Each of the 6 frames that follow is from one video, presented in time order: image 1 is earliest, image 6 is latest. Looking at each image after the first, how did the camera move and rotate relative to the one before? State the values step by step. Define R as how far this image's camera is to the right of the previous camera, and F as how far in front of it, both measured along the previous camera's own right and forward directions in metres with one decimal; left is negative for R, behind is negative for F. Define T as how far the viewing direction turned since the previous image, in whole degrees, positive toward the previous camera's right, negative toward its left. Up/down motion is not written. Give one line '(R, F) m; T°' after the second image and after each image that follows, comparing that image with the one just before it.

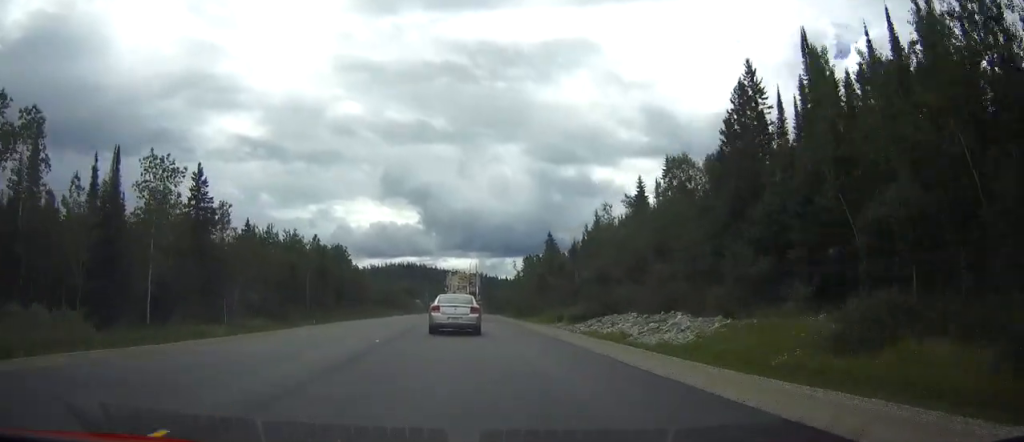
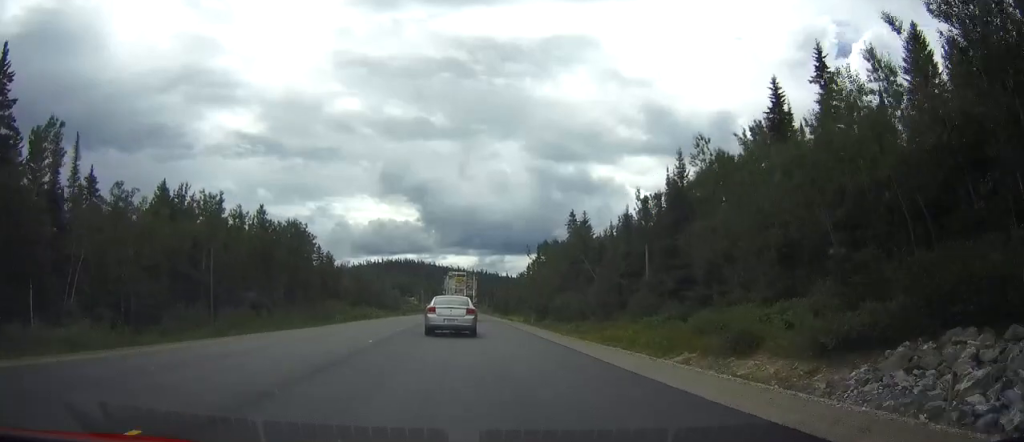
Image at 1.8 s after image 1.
(+0.1, +42.9) m; 0°
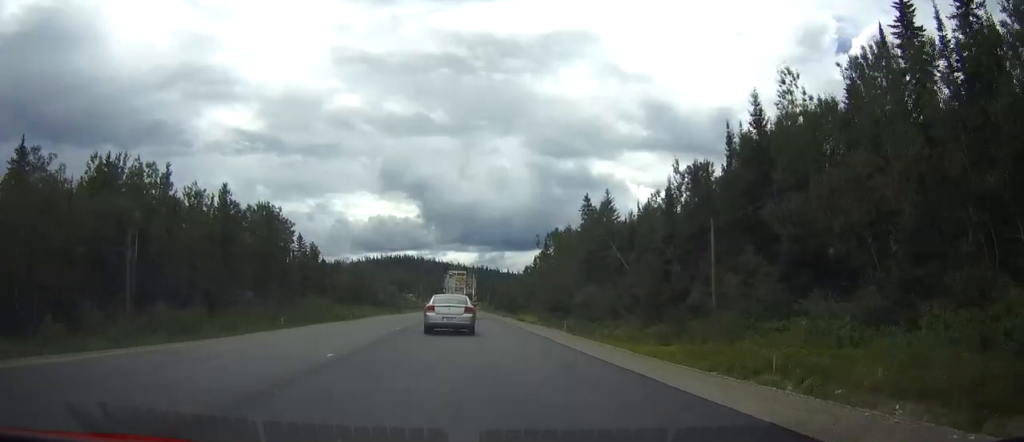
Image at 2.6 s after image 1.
(-0.1, +18.9) m; 0°
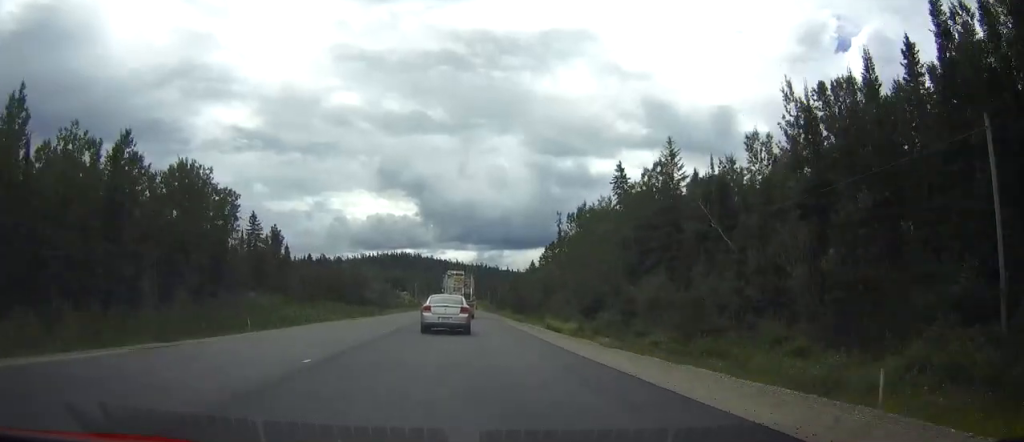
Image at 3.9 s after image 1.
(+0.1, +31.0) m; 0°
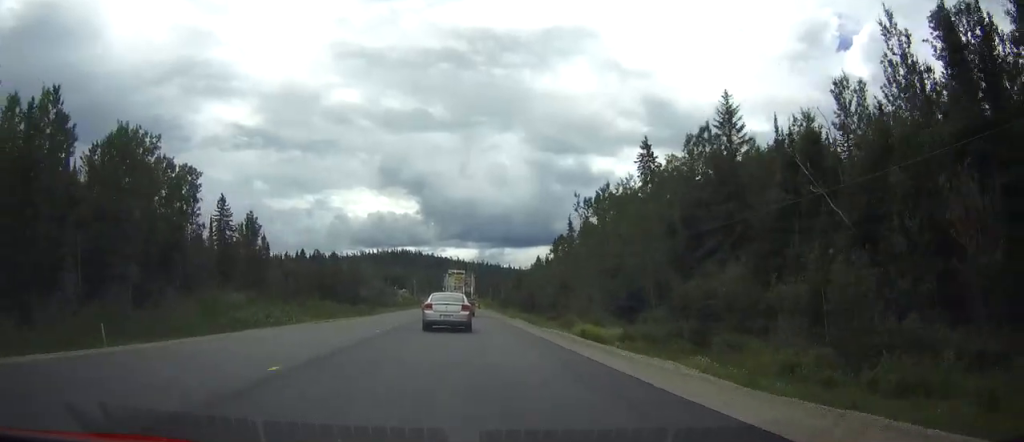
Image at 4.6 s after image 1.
(0.0, +15.2) m; 0°
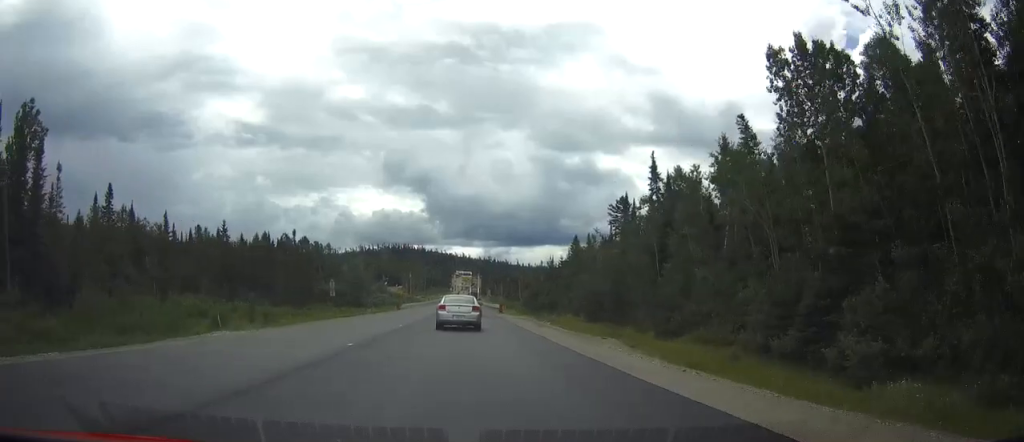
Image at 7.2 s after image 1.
(-0.4, +65.1) m; 0°
